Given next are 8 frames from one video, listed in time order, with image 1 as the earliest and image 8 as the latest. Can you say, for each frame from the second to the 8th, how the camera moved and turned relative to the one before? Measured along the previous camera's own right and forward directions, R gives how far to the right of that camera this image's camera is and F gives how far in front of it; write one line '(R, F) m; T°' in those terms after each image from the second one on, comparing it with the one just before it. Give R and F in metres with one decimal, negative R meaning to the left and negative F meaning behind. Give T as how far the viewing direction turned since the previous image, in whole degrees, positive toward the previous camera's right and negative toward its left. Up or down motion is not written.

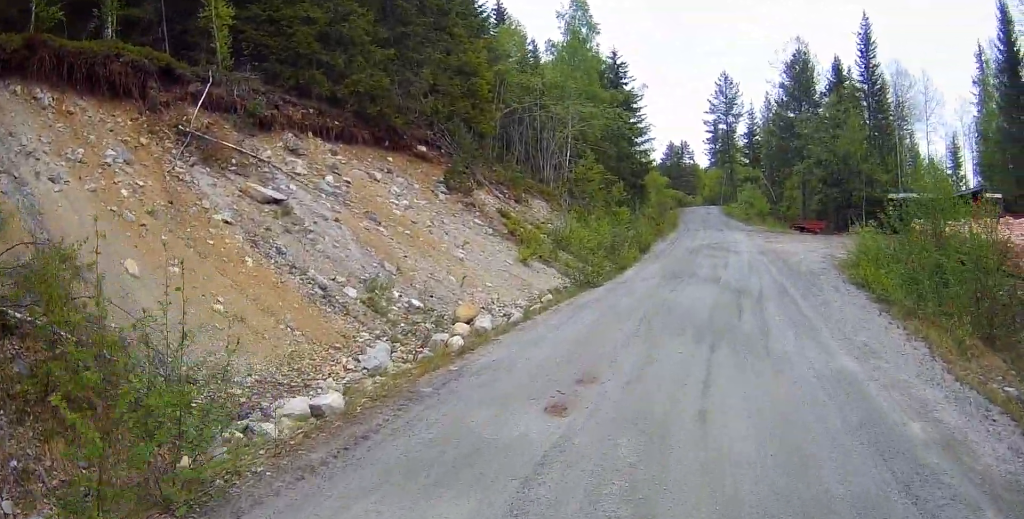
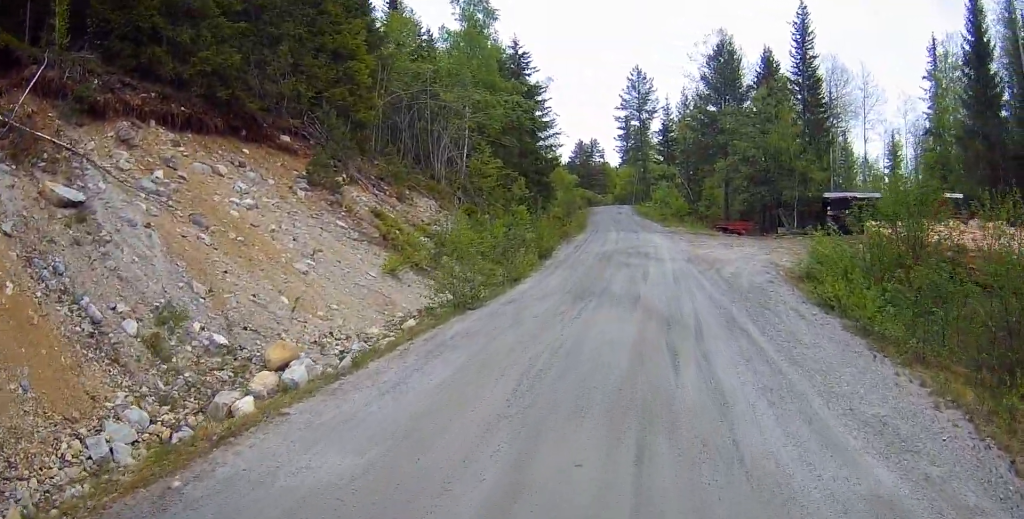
(+0.2, +3.4) m; +10°
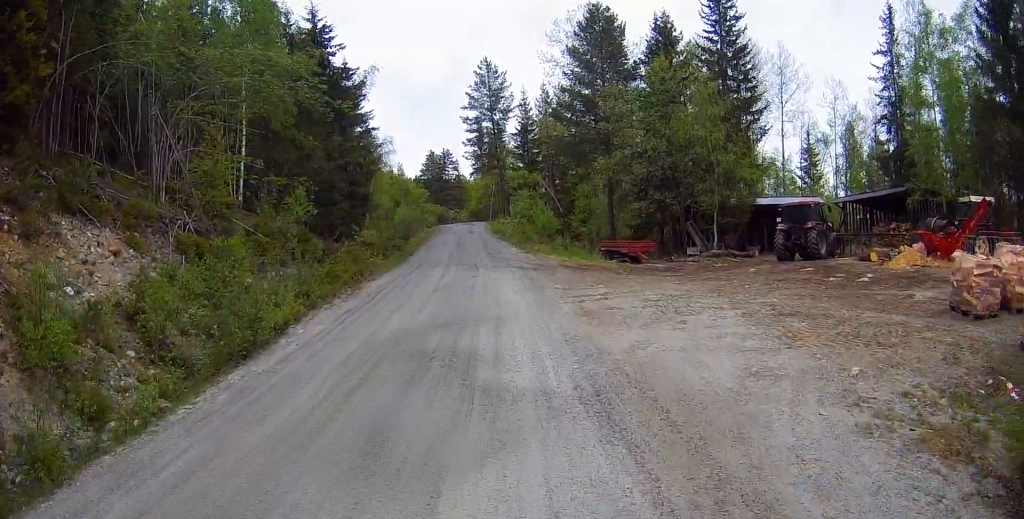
(+0.7, +13.4) m; 0°
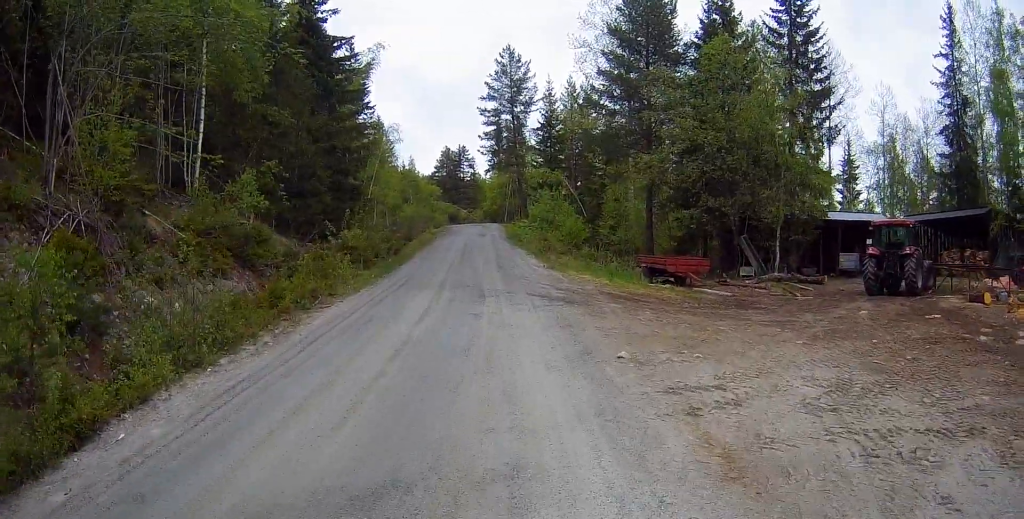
(0.0, +6.6) m; 0°
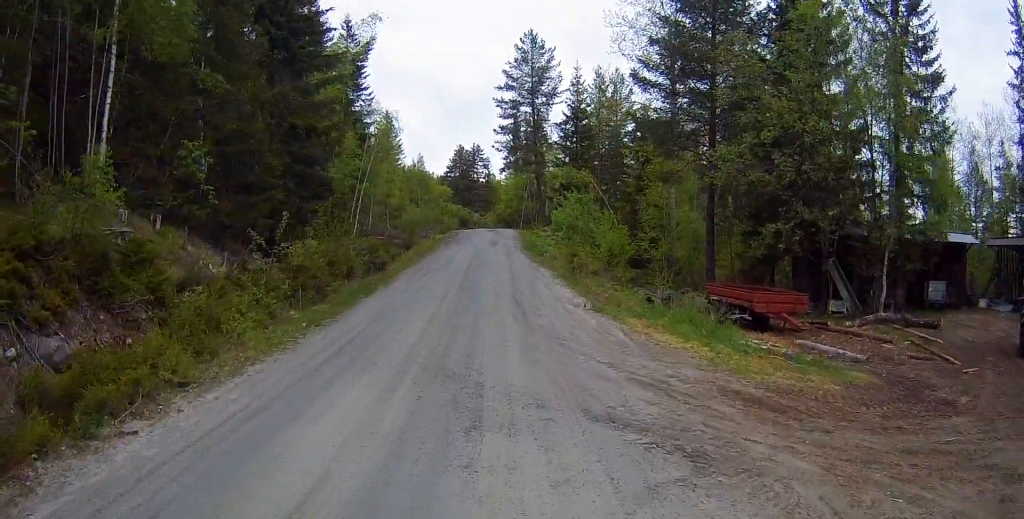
(0.0, +7.6) m; 0°
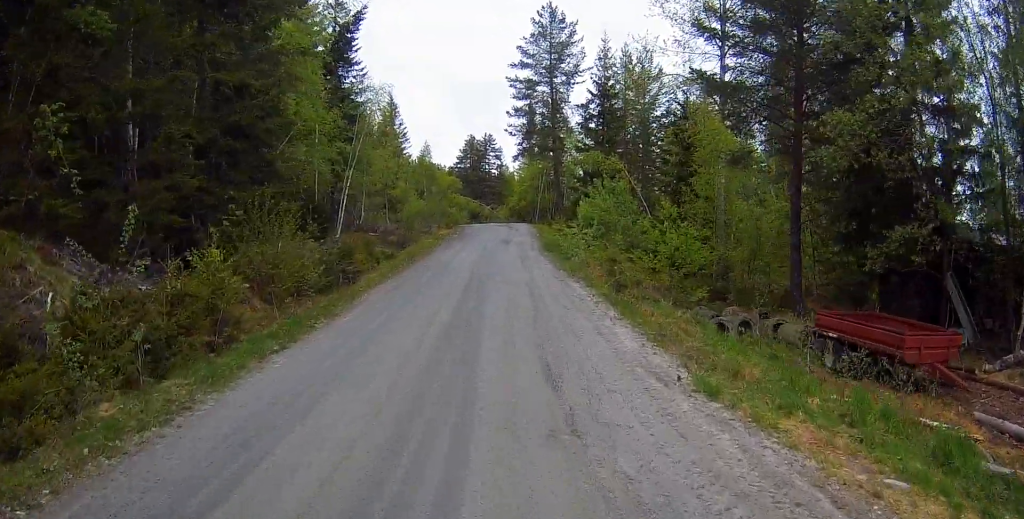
(0.0, +7.1) m; 0°
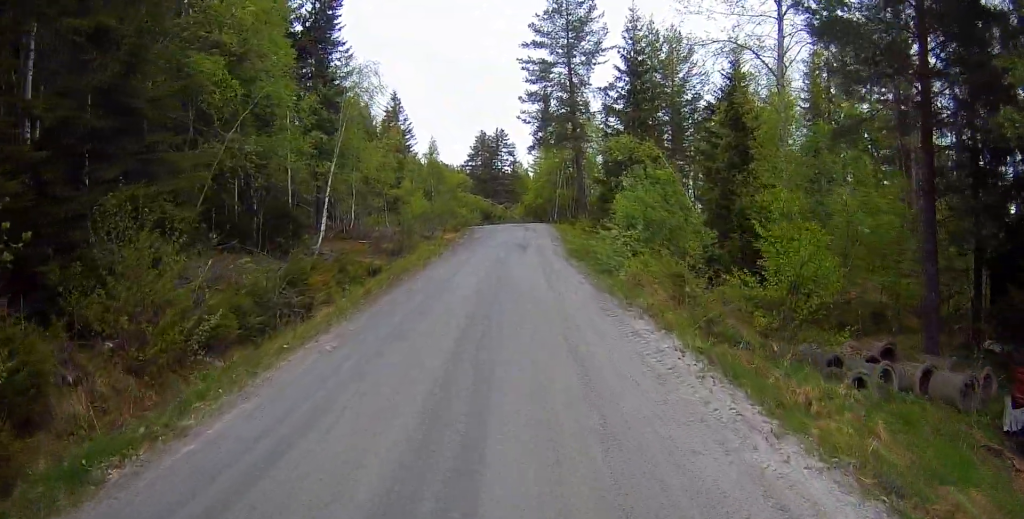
(0.0, +6.7) m; 0°
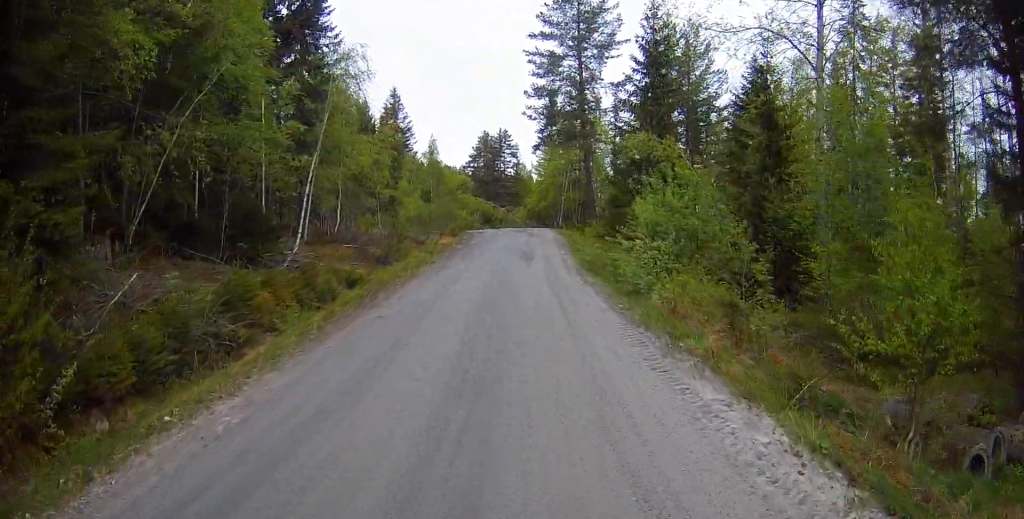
(0.0, +3.5) m; +1°
